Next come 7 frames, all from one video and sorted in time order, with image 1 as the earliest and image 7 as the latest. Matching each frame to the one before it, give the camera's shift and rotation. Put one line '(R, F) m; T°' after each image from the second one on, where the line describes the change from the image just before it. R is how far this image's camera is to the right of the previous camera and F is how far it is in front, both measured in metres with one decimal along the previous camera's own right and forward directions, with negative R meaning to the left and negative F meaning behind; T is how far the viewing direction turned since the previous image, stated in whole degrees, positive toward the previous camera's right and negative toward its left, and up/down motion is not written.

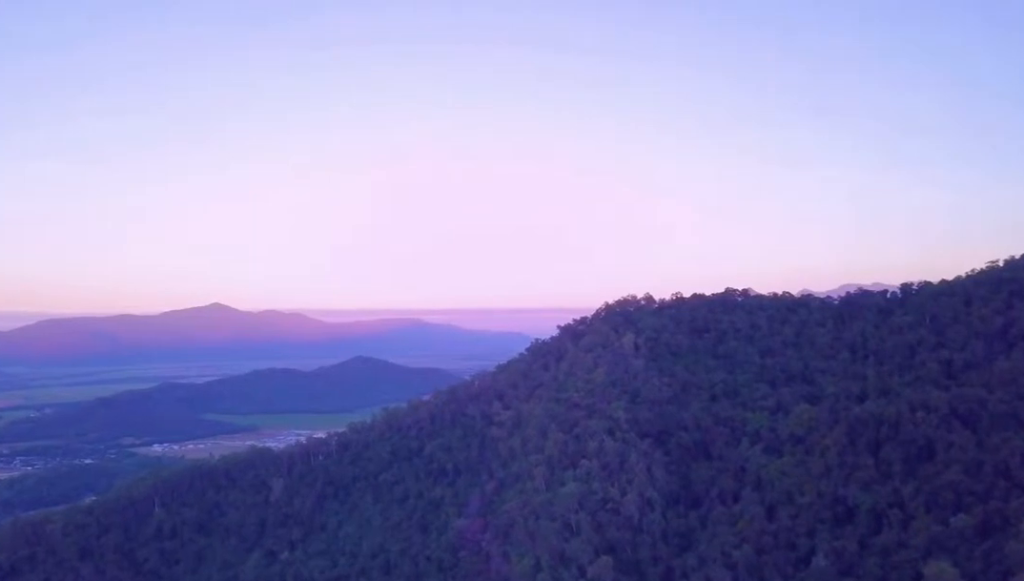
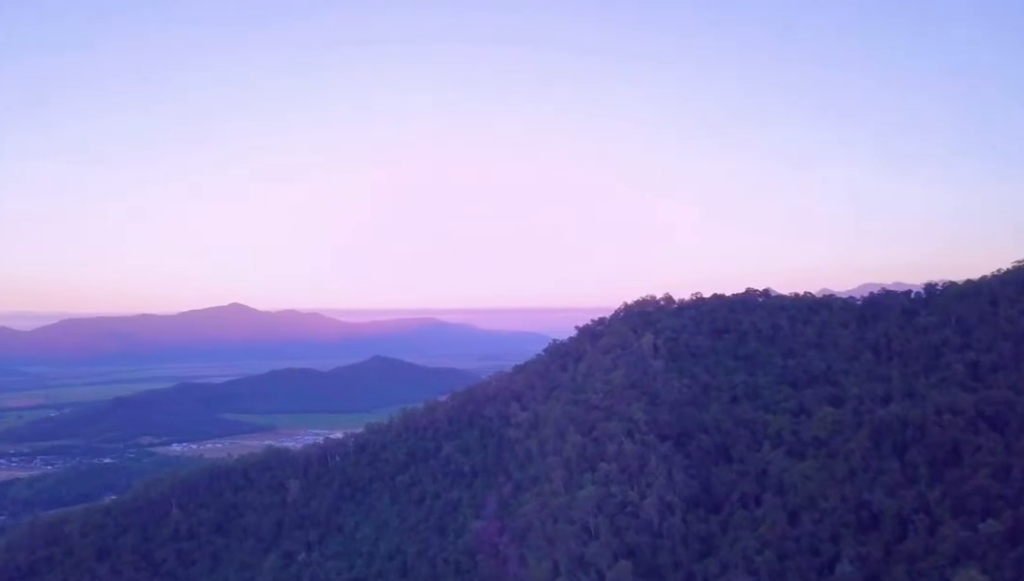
(0.0, +5.2) m; 0°
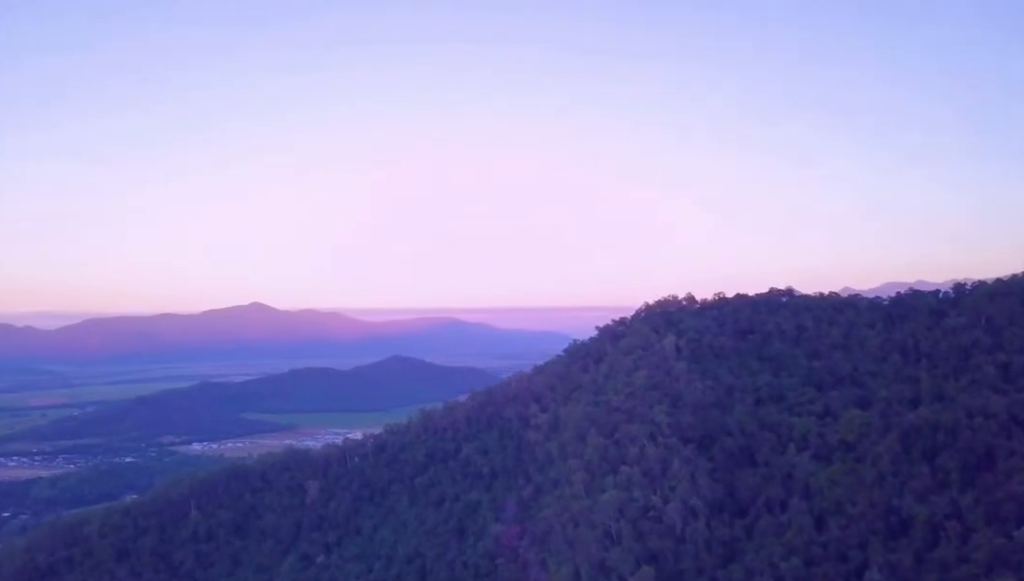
(0.0, +6.9) m; 0°
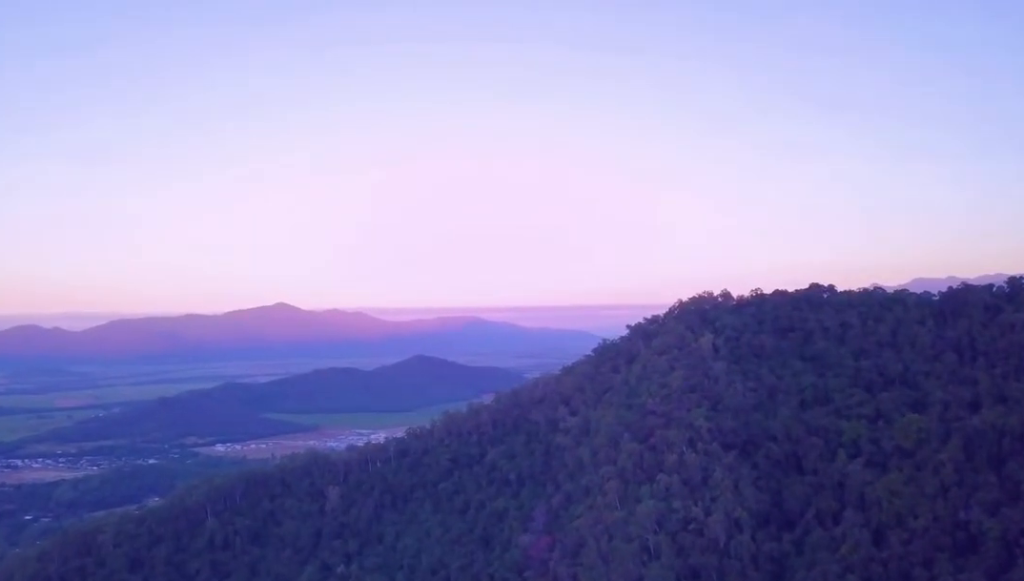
(0.0, +32.8) m; 0°
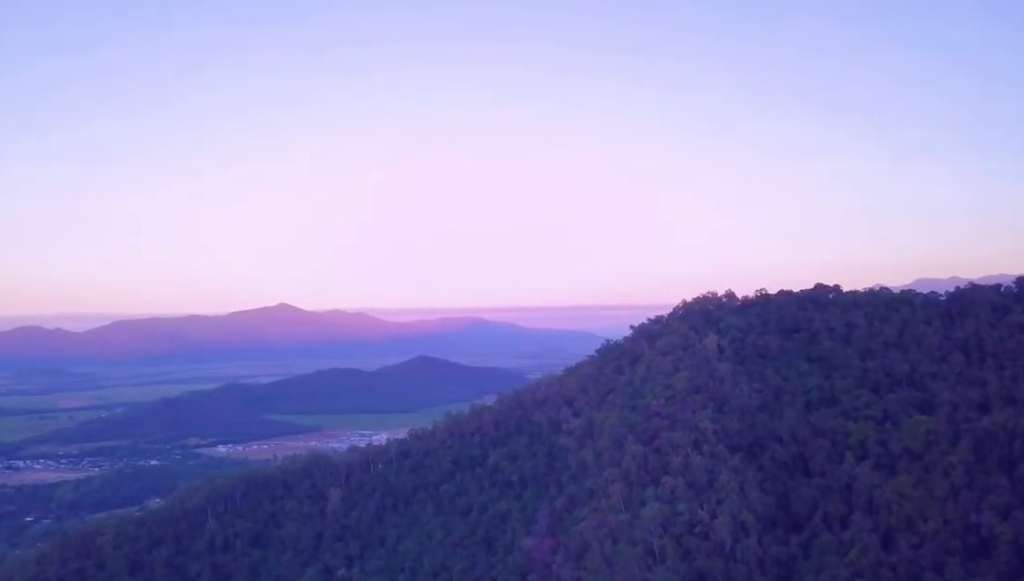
(0.0, +6.2) m; 0°
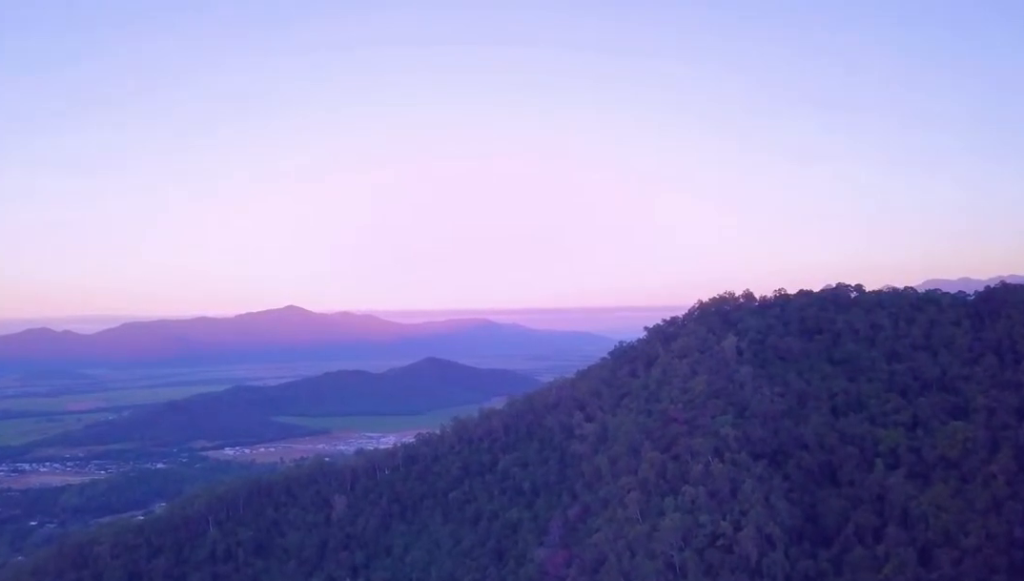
(0.0, +24.0) m; 0°
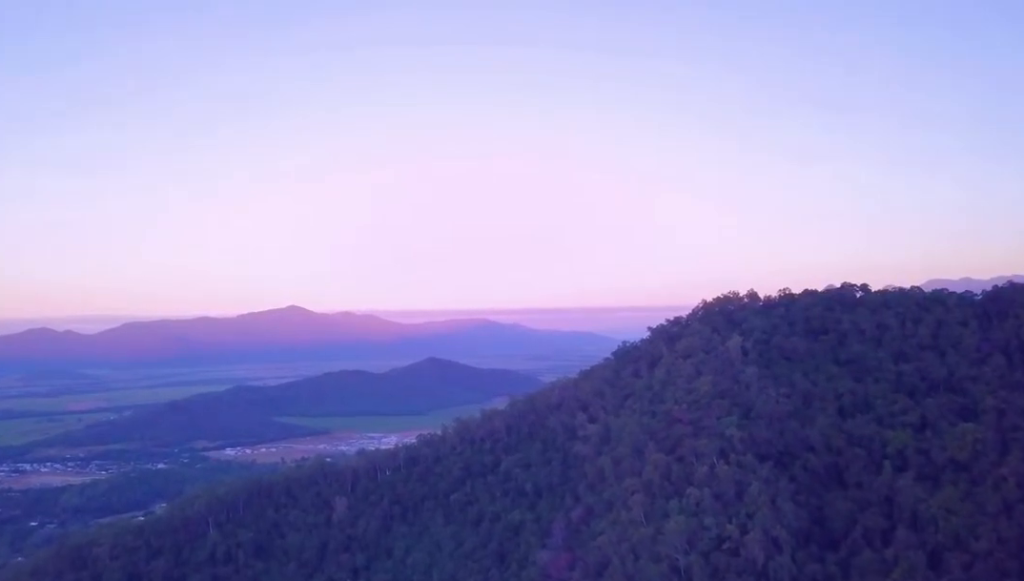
(0.0, +6.2) m; 0°
